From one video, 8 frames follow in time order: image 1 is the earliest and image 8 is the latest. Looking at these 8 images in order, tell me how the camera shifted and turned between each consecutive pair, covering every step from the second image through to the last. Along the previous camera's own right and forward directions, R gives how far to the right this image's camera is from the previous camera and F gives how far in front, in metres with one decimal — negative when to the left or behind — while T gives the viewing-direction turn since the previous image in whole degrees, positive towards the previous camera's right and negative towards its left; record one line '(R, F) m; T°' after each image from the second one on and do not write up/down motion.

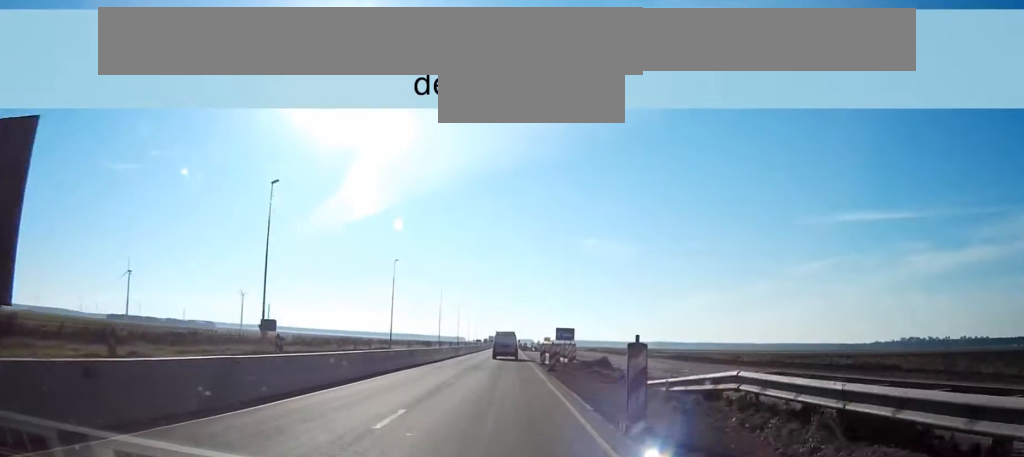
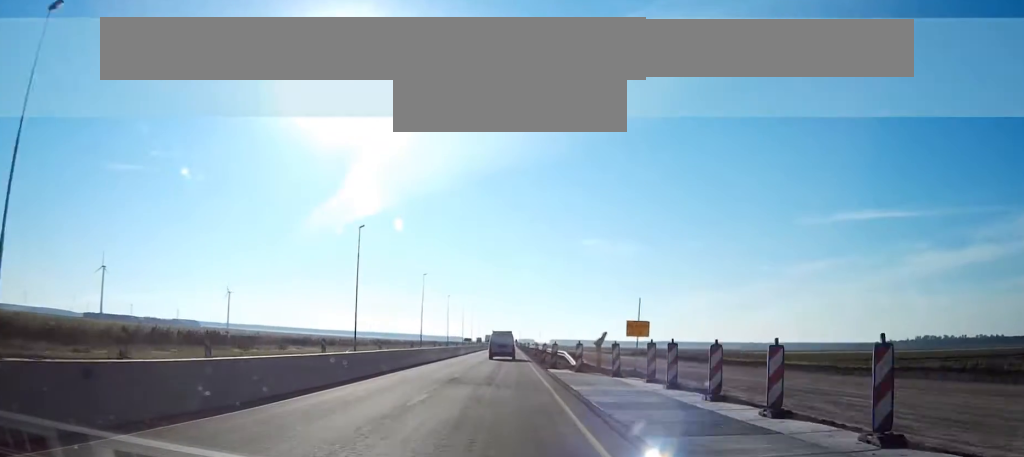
(+0.1, +78.6) m; 0°
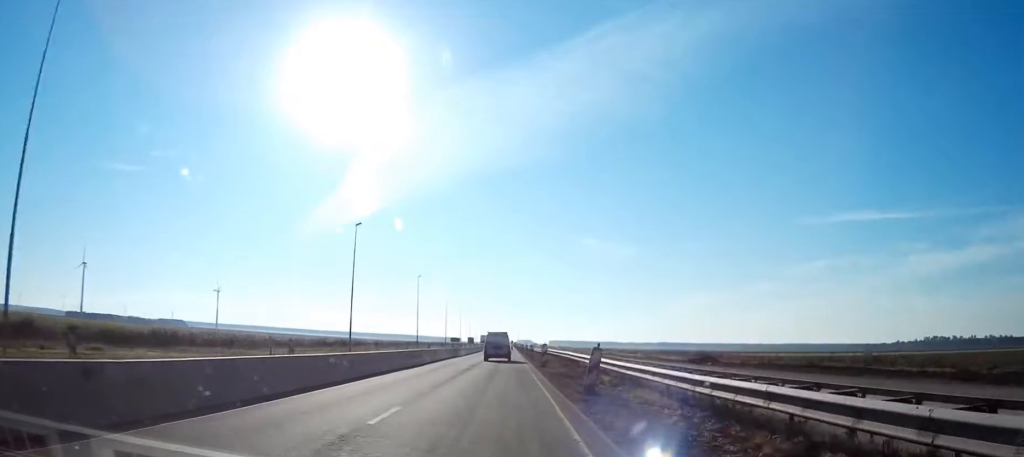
(0.0, +50.9) m; 0°
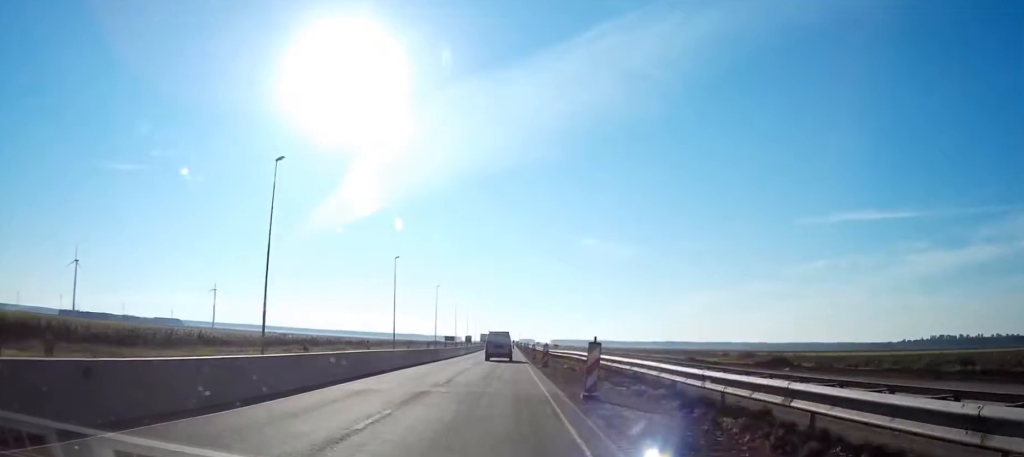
(0.0, +24.7) m; 0°
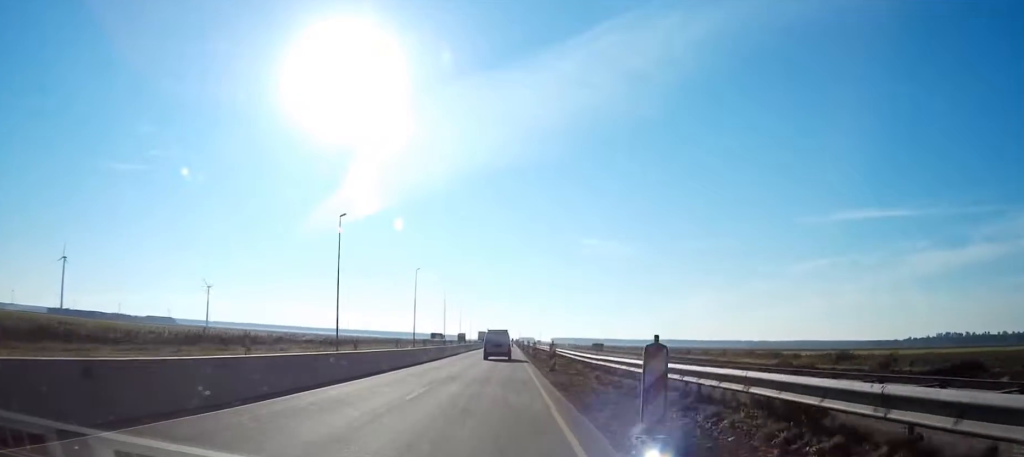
(0.0, +30.5) m; 0°
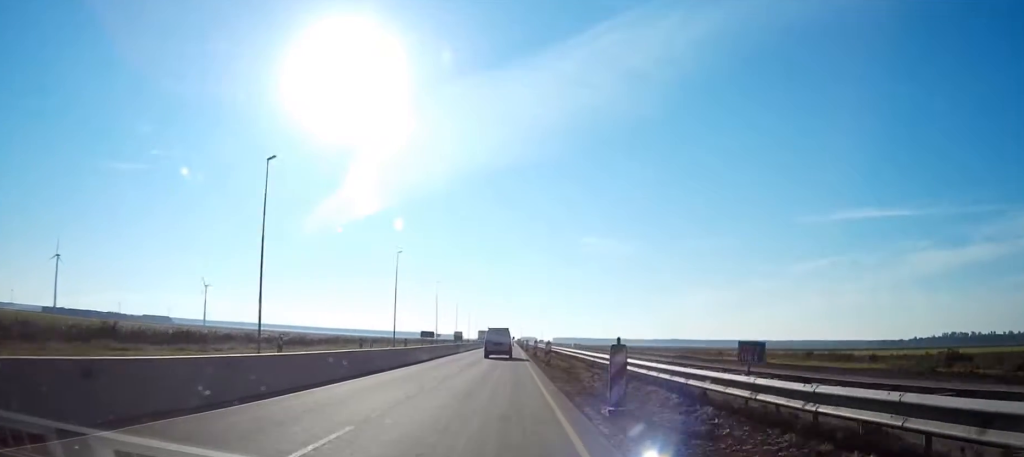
(0.0, +20.3) m; 0°
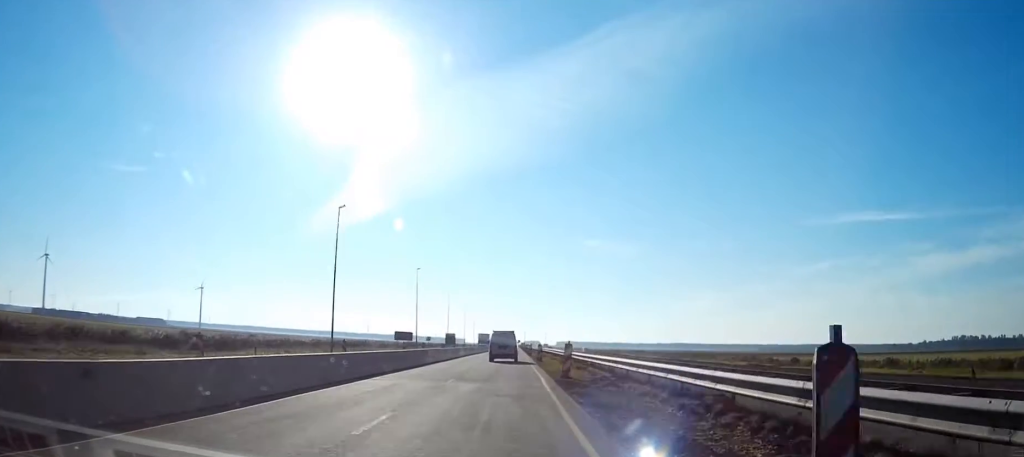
(0.0, +33.4) m; 0°
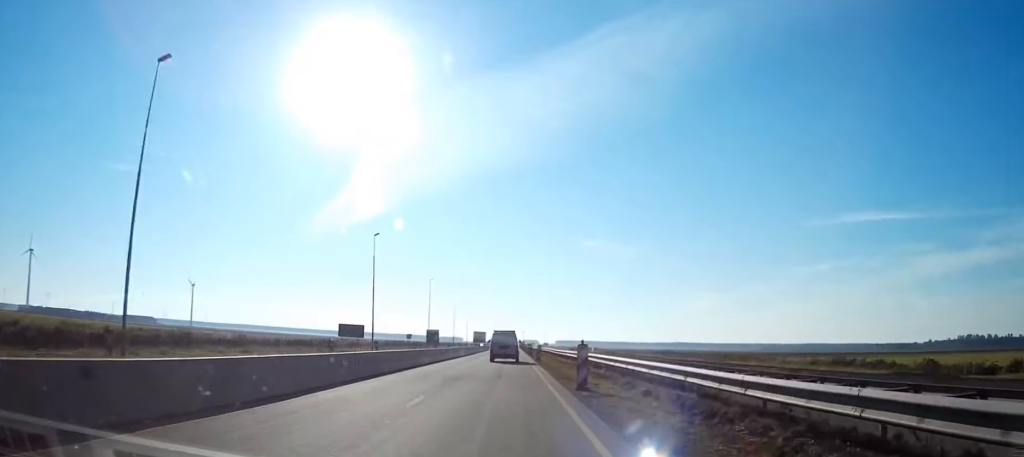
(0.0, +33.3) m; 0°
